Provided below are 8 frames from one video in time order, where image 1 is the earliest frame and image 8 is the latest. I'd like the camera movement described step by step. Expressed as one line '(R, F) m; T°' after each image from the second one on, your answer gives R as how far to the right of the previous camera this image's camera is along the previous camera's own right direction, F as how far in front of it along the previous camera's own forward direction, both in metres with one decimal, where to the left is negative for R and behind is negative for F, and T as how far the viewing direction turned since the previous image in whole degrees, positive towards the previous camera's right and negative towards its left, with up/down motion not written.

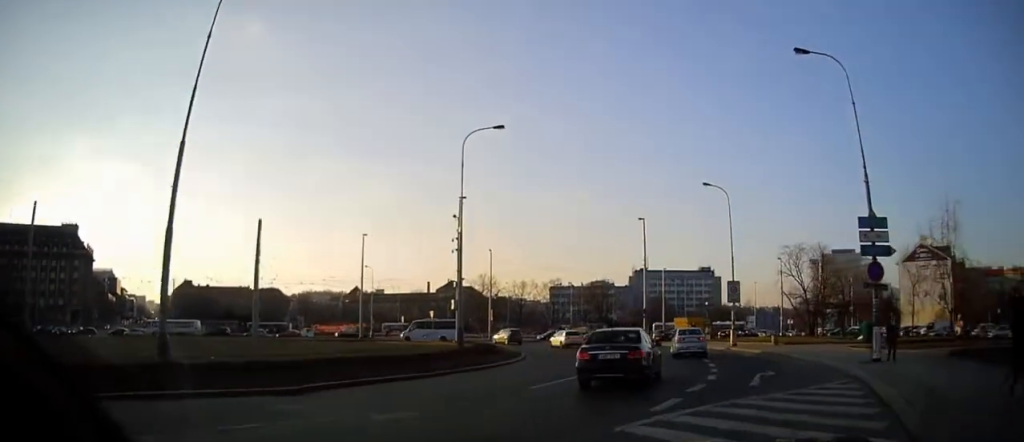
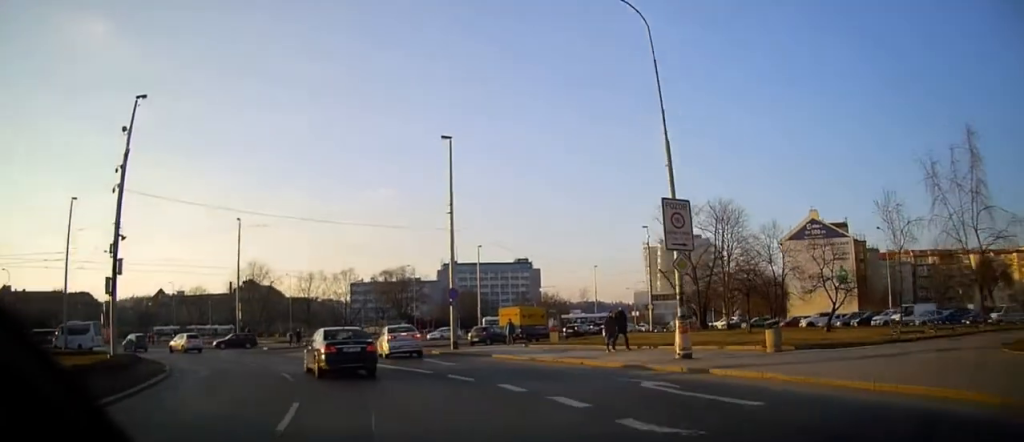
(+3.4, +27.3) m; +9°
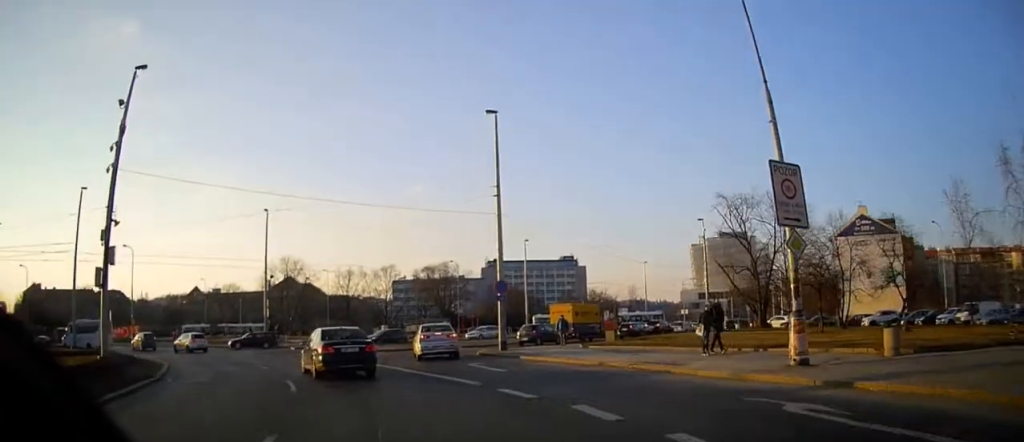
(0.0, +4.2) m; -2°
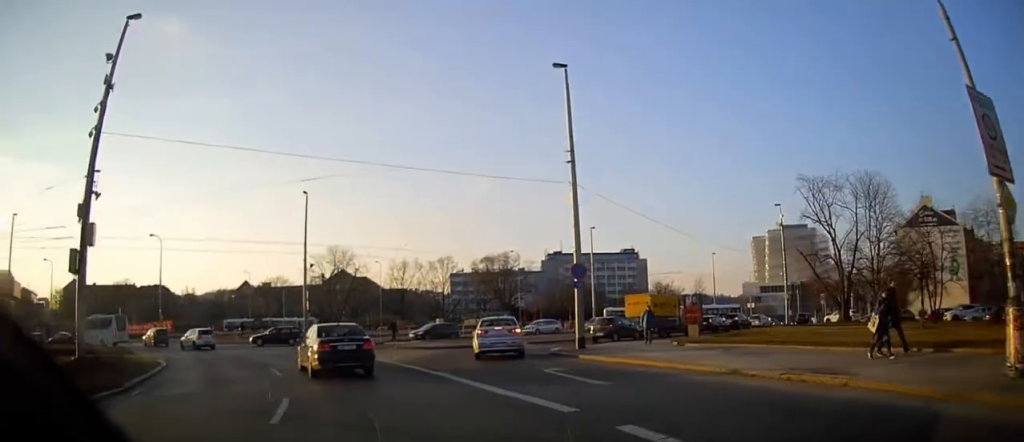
(+0.2, +5.5) m; -9°
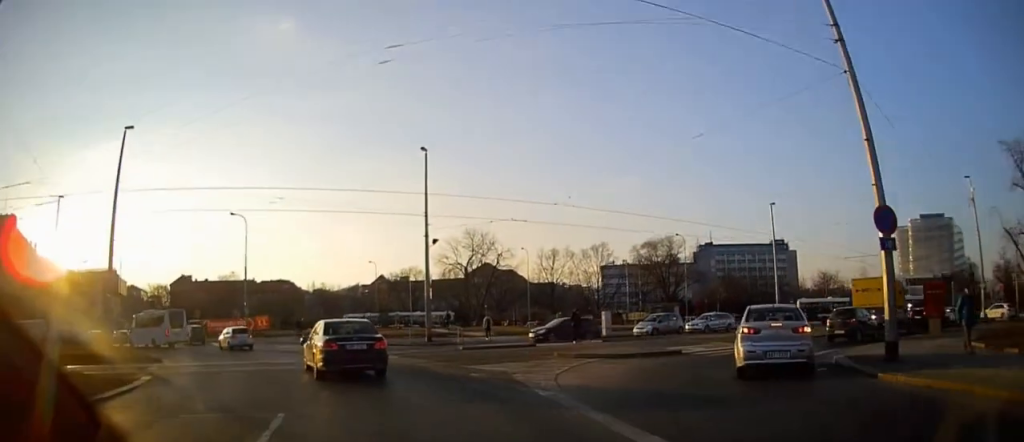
(-2.9, +11.4) m; -30°
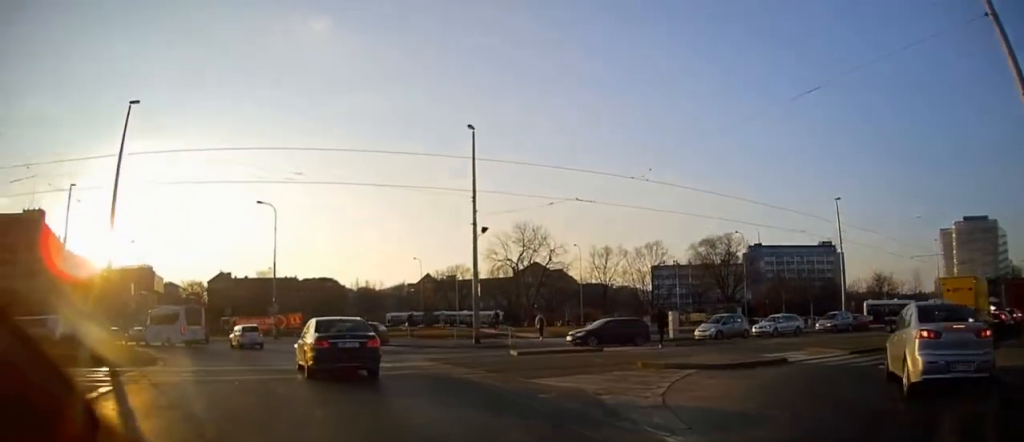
(-0.7, +4.2) m; -3°
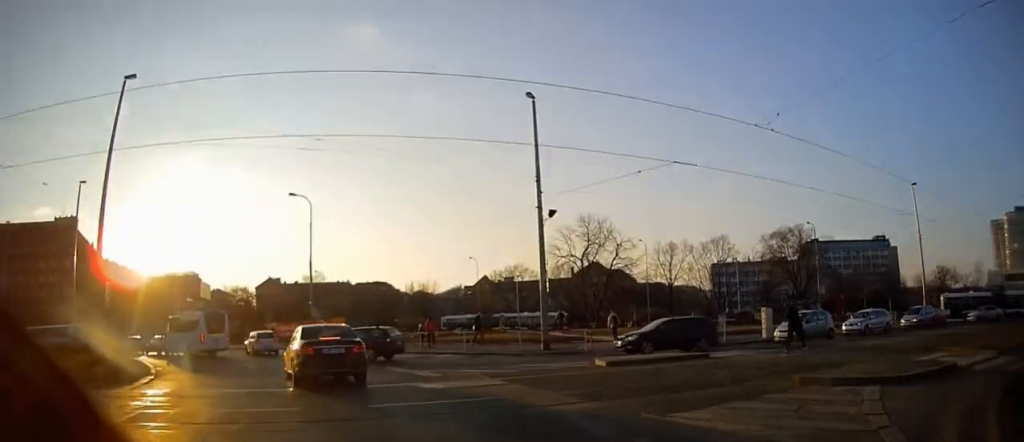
(-0.5, +5.1) m; -2°
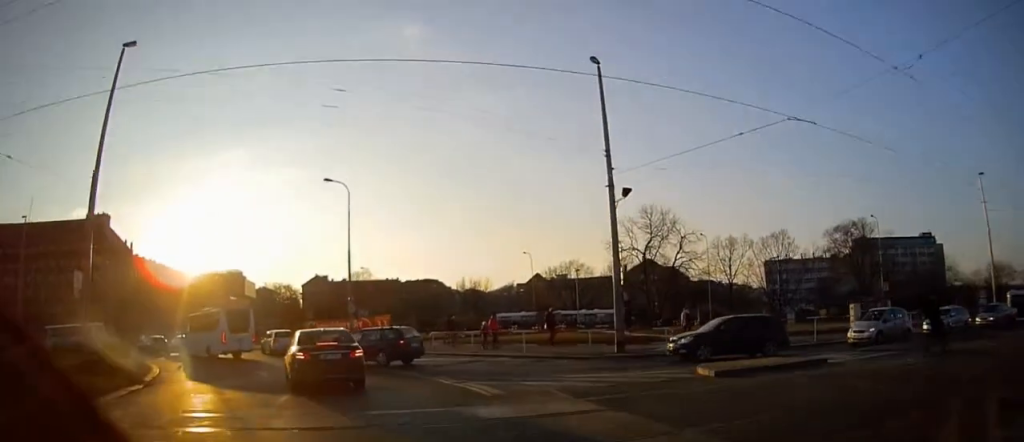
(+0.3, +3.8) m; +2°
